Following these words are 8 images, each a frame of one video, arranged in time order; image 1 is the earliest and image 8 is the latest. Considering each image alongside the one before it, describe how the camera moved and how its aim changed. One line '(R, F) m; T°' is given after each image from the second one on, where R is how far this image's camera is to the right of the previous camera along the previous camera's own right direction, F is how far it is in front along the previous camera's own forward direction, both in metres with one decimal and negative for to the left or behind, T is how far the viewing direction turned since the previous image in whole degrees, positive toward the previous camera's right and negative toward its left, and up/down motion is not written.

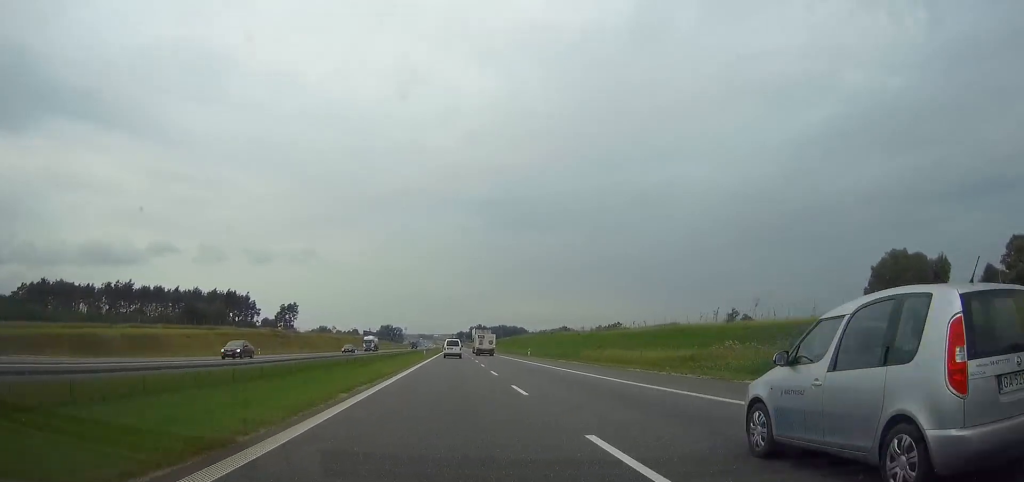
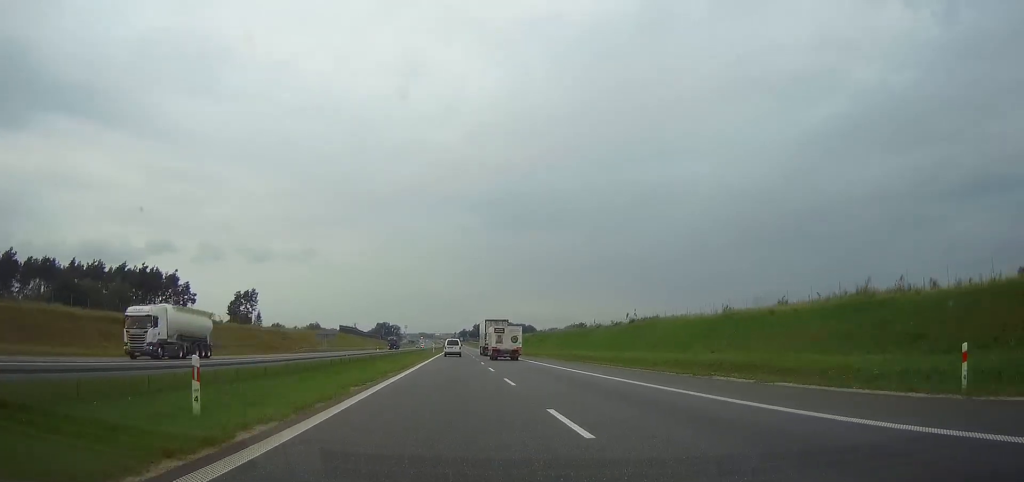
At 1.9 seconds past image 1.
(+0.1, +80.3) m; 0°
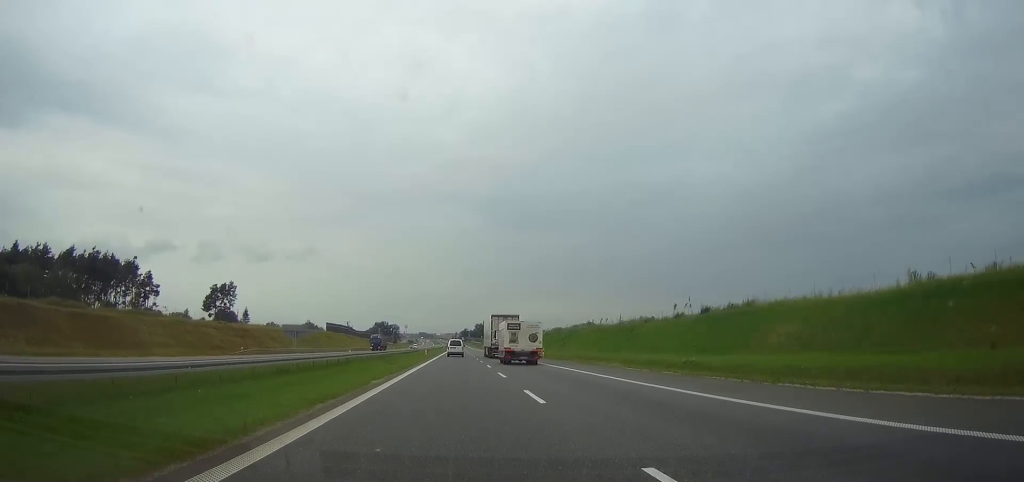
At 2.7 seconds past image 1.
(0.0, +31.0) m; 0°
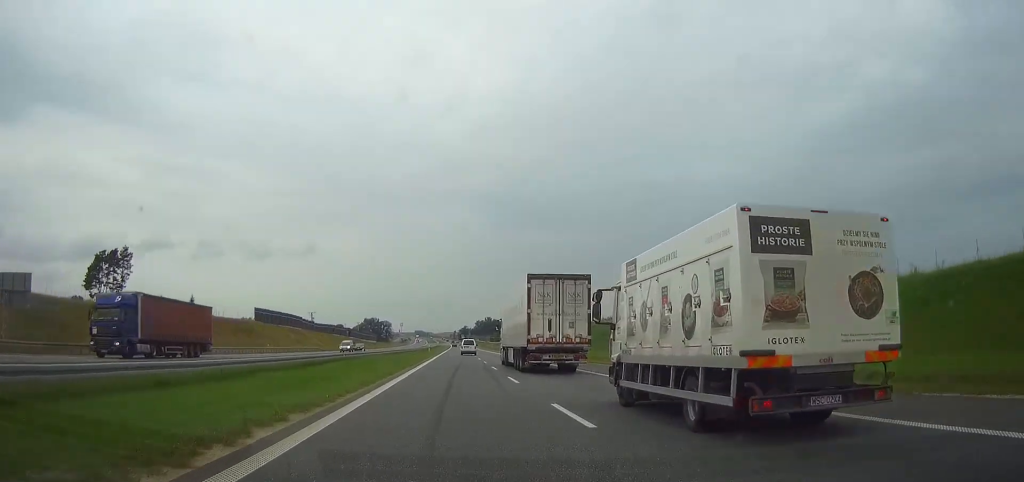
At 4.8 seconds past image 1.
(-0.2, +89.1) m; 0°
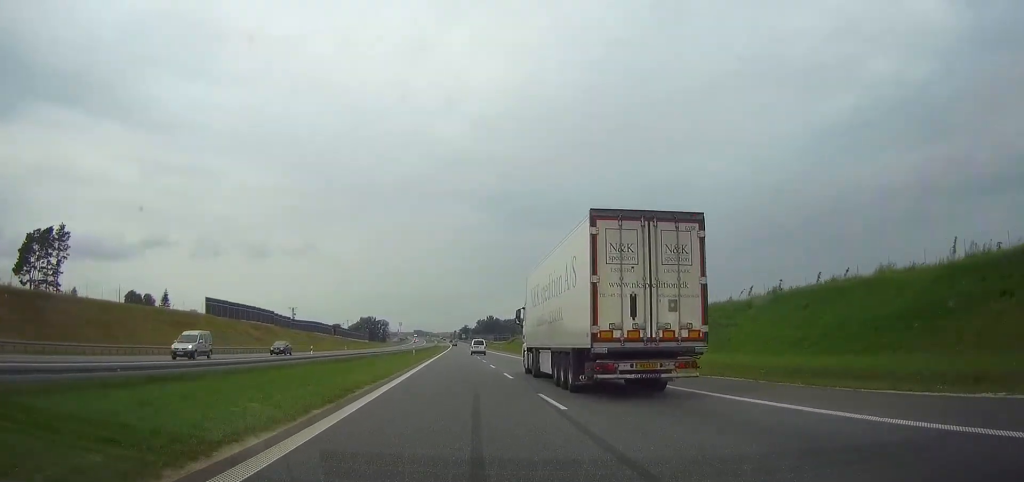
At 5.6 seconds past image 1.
(0.0, +33.1) m; 0°
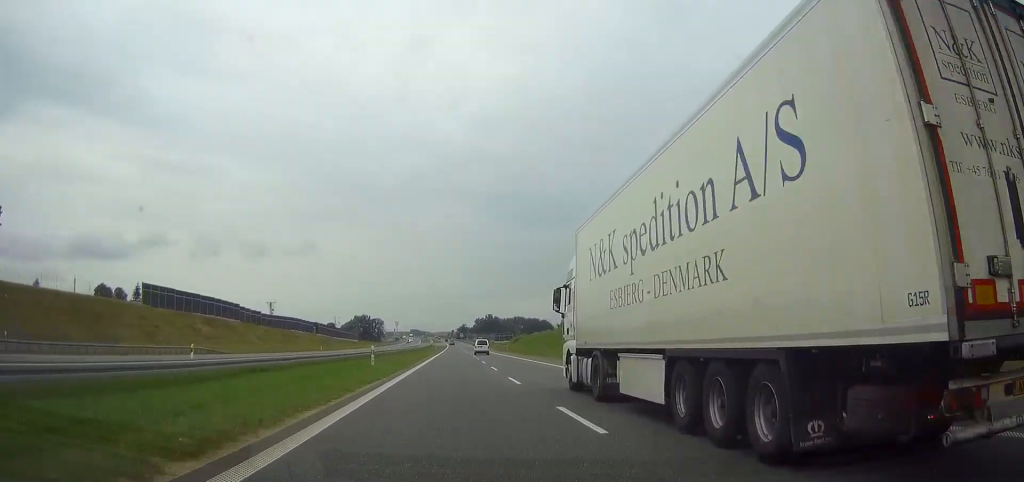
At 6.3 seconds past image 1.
(+0.1, +27.4) m; 0°
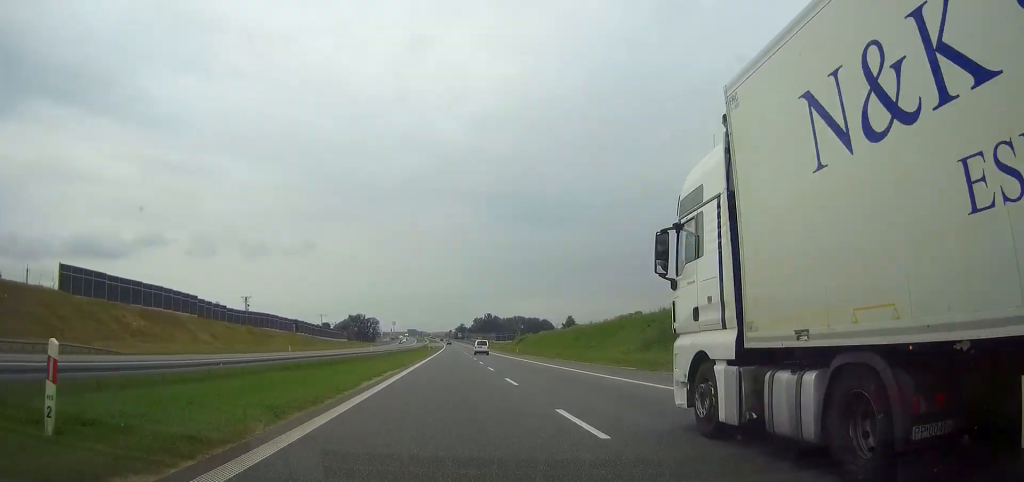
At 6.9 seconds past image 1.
(0.0, +24.7) m; 0°
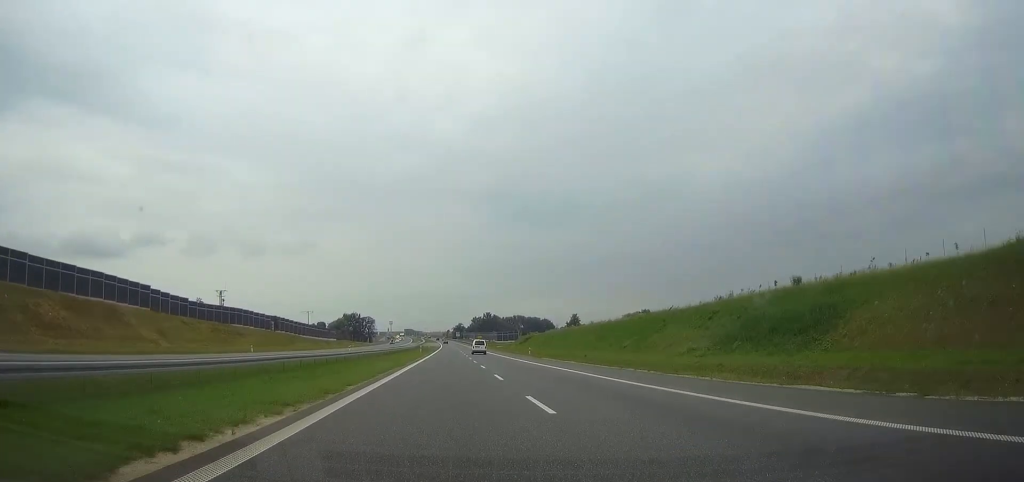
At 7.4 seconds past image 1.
(0.0, +20.5) m; 0°
